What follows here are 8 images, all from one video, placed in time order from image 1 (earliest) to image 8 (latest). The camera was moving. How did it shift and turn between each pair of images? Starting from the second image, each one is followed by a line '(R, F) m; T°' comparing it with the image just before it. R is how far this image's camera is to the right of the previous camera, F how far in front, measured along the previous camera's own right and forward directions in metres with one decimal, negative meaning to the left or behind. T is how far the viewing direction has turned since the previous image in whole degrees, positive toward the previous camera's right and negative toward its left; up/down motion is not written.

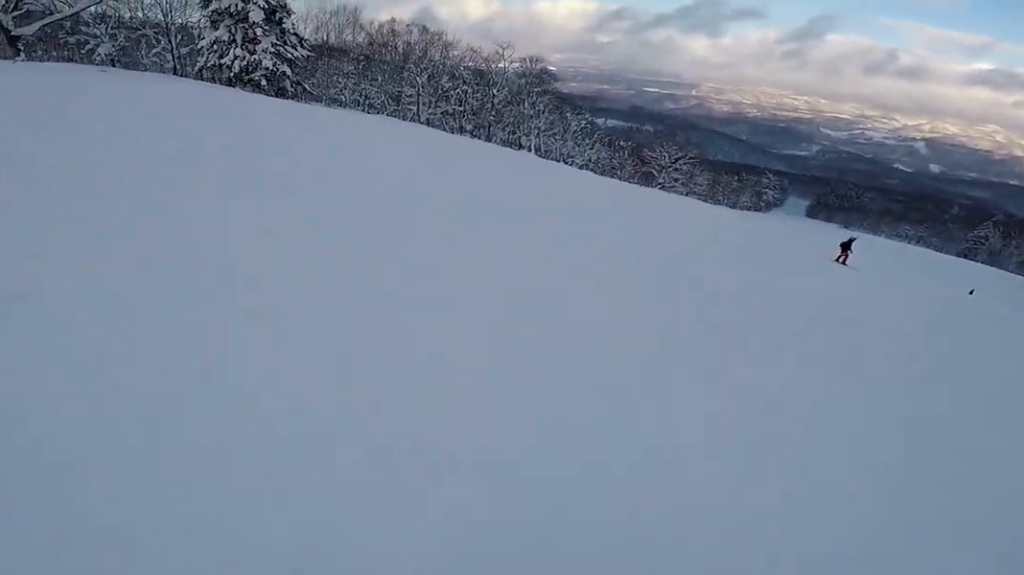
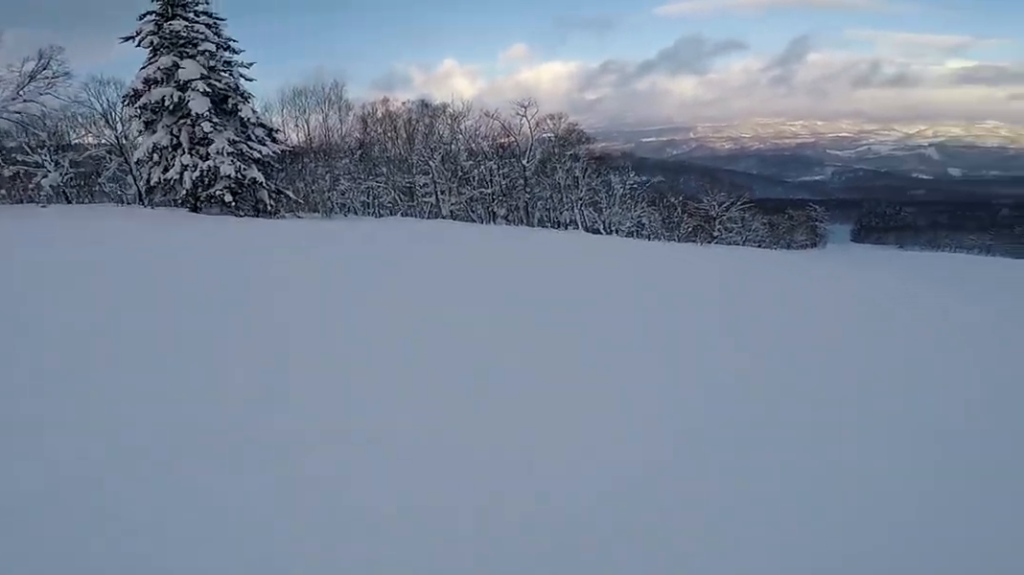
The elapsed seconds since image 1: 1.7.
(-0.3, +12.1) m; +6°
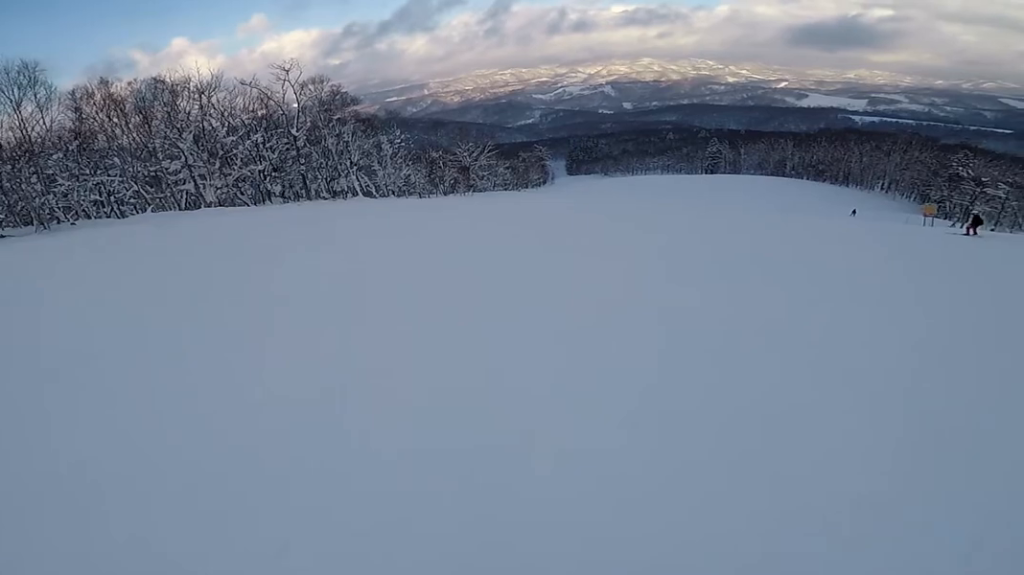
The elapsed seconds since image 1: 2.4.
(+0.5, +4.7) m; +24°
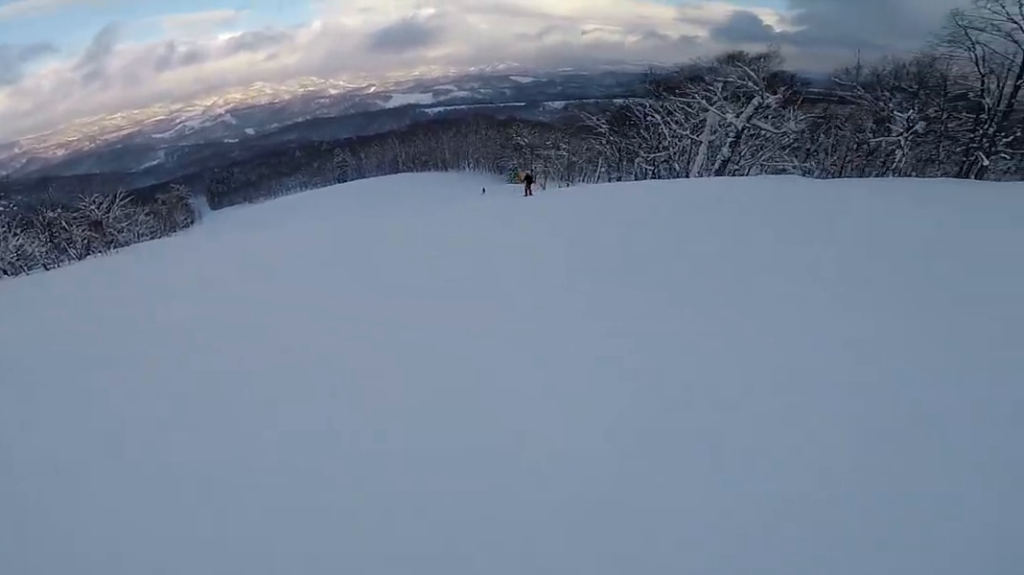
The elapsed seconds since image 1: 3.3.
(+1.6, +4.7) m; +37°
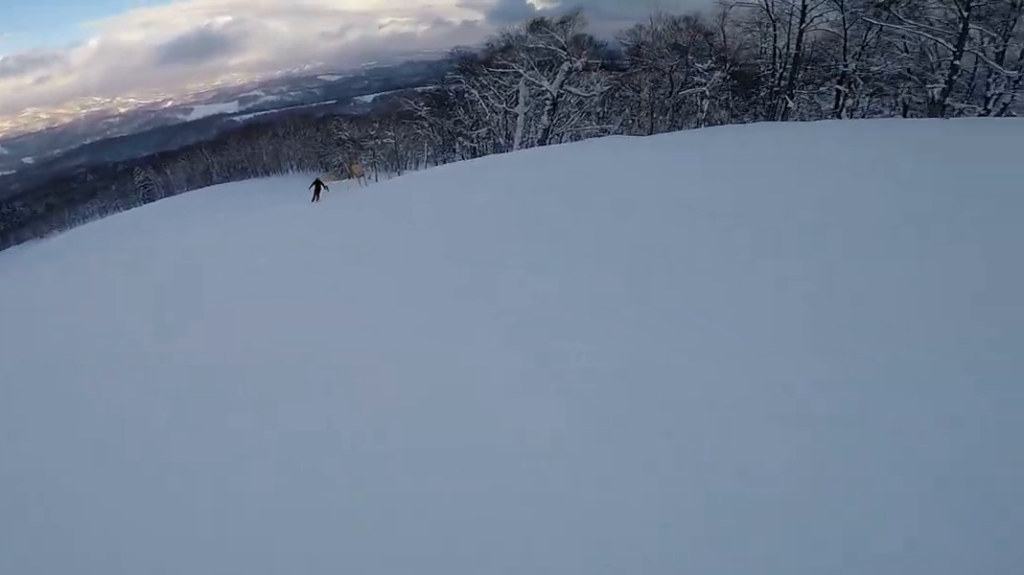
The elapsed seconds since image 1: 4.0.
(+1.6, +4.2) m; +23°
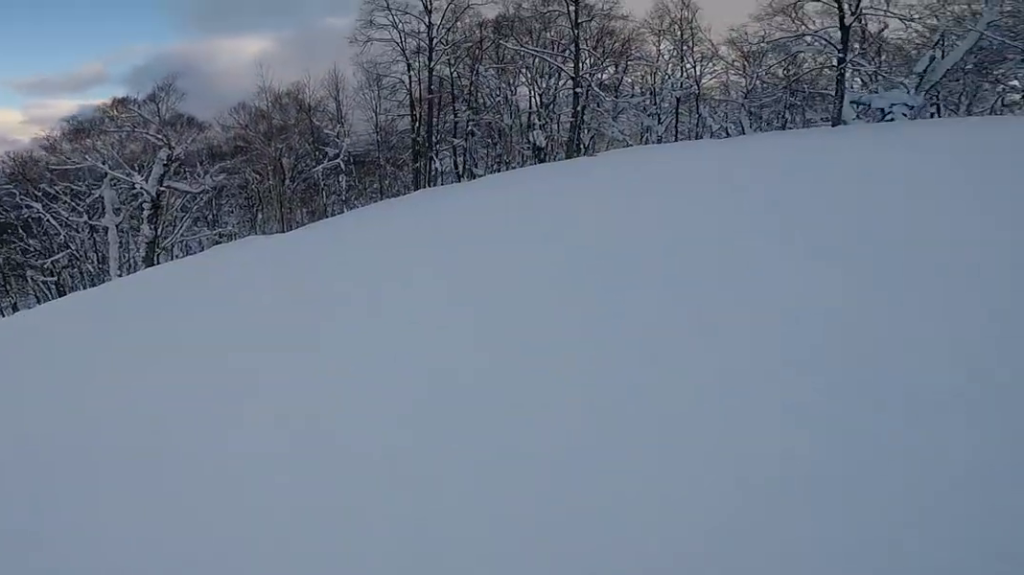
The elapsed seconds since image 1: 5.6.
(+2.0, +9.6) m; +25°
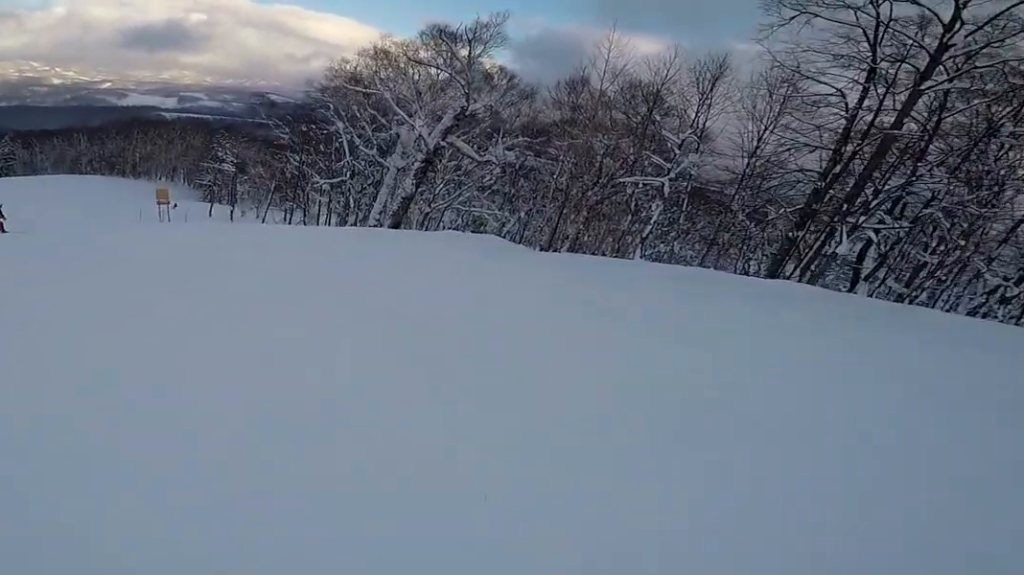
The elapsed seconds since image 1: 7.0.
(+0.1, +8.1) m; -23°
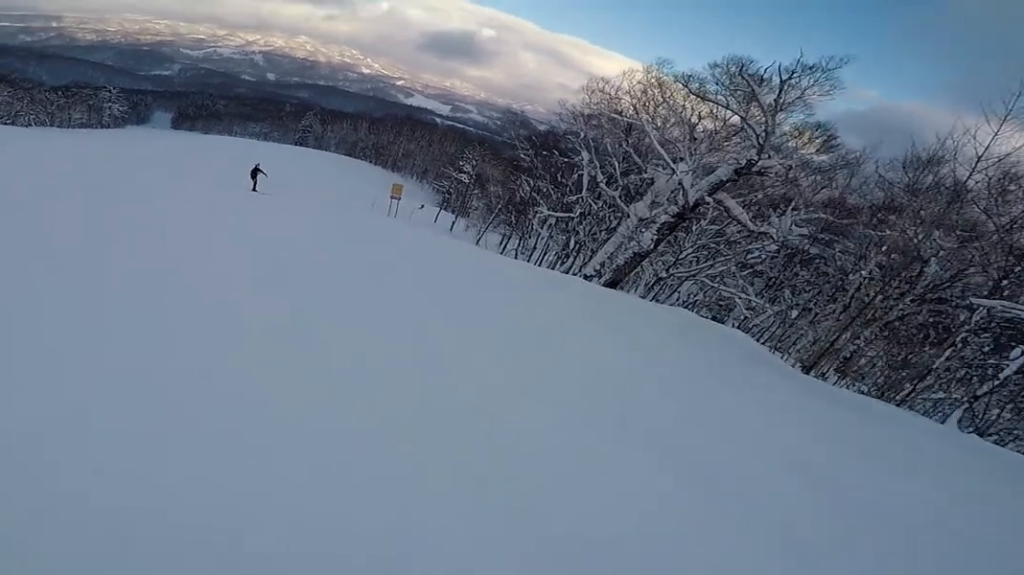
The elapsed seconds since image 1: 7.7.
(-1.0, +3.2) m; -29°
